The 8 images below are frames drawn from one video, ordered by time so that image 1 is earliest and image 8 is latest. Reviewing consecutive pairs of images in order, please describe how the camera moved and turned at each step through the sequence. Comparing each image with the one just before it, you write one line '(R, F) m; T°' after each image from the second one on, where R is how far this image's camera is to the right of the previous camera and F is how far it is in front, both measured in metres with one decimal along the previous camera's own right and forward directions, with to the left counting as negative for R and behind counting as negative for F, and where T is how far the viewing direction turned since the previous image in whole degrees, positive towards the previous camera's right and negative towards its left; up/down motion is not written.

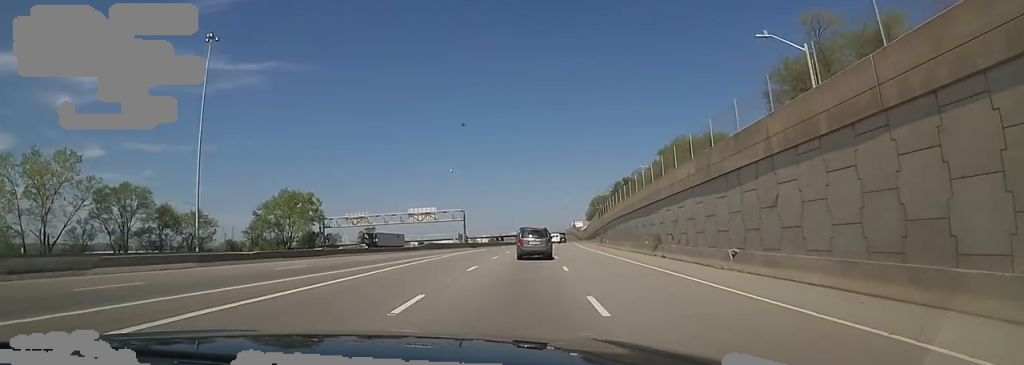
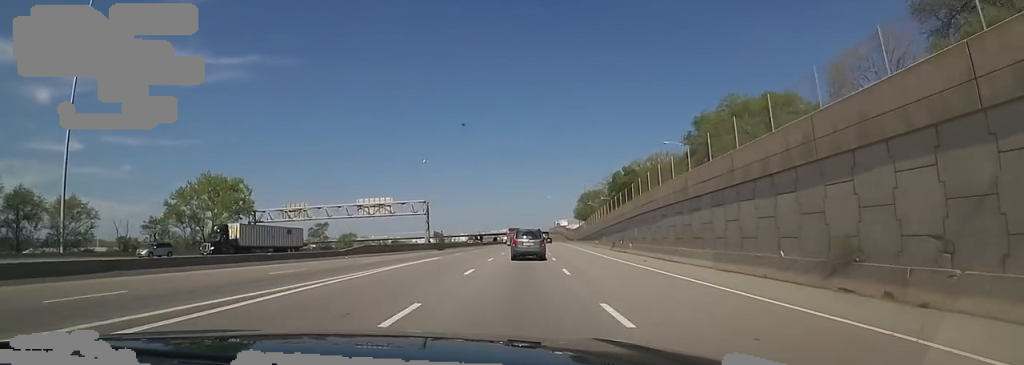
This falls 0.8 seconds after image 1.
(-0.2, +21.2) m; +3°
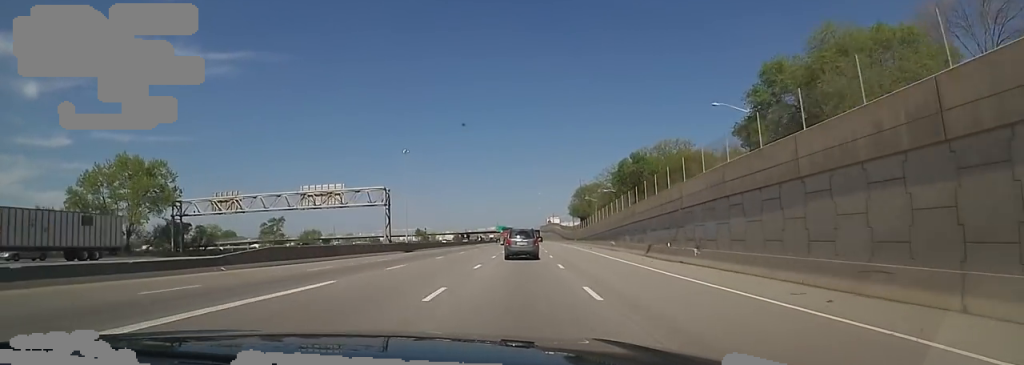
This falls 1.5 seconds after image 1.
(+1.0, +17.2) m; +2°
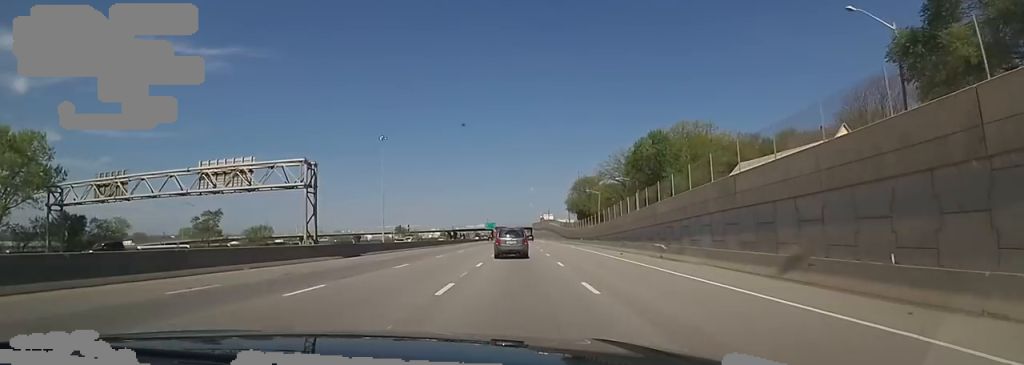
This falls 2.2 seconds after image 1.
(+0.3, +19.1) m; +1°
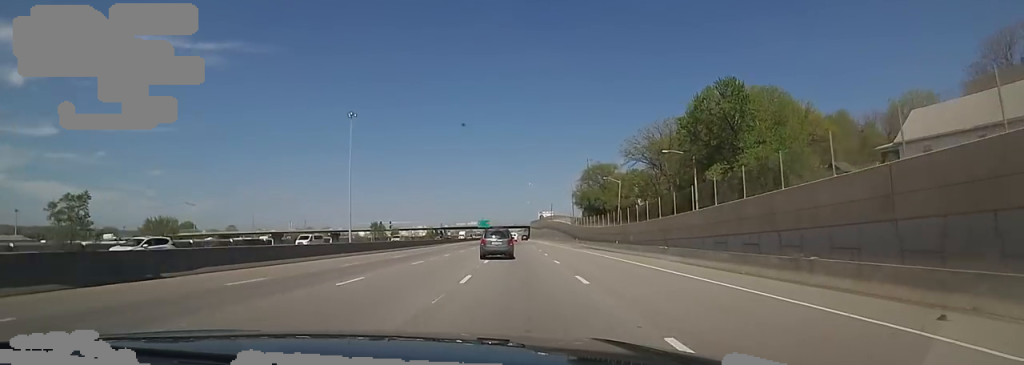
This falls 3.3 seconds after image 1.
(0.0, +27.3) m; 0°
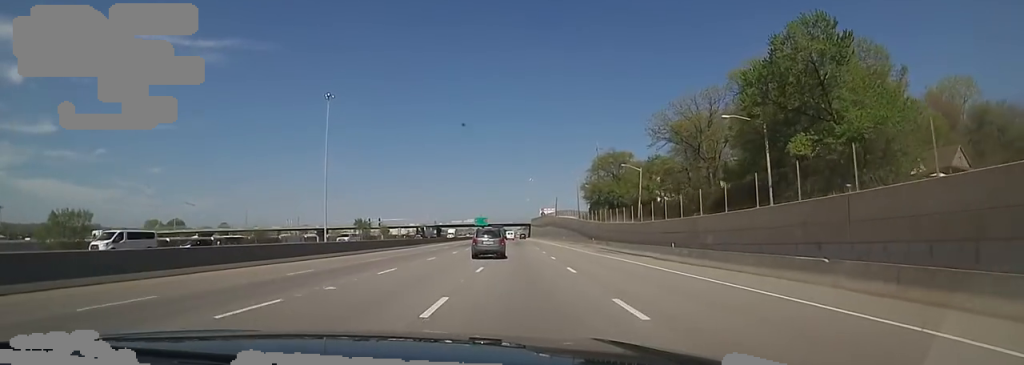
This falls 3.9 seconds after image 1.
(0.0, +15.9) m; 0°
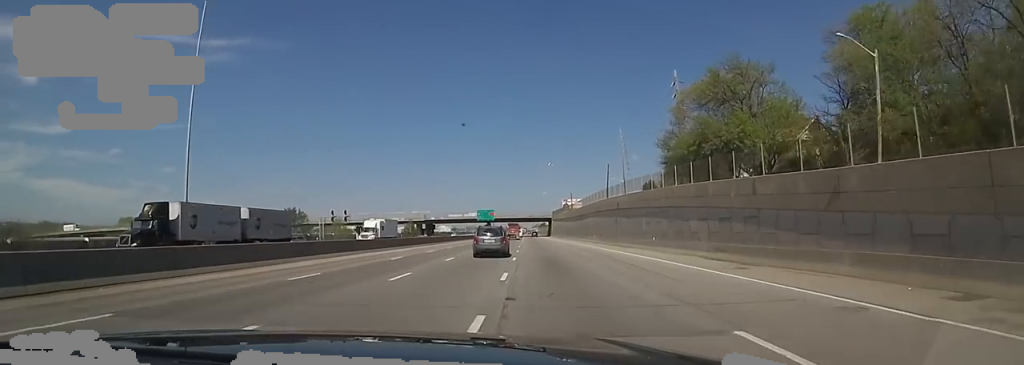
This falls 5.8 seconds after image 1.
(-2.9, +51.8) m; -3°
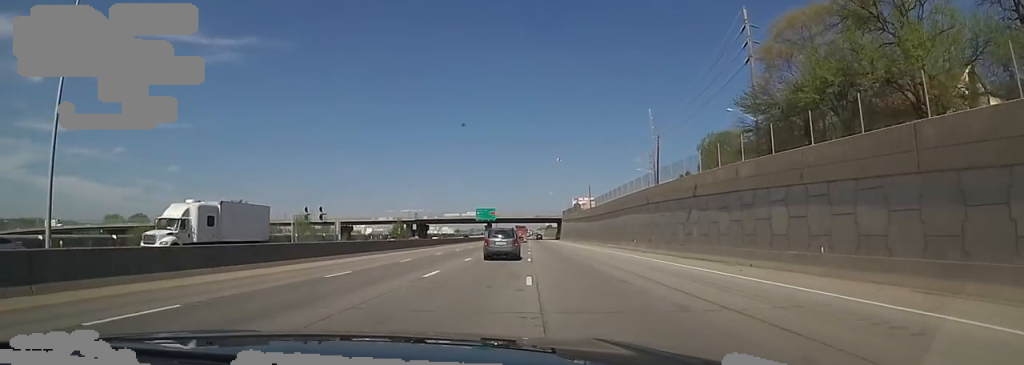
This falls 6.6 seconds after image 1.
(+1.0, +20.9) m; +2°
